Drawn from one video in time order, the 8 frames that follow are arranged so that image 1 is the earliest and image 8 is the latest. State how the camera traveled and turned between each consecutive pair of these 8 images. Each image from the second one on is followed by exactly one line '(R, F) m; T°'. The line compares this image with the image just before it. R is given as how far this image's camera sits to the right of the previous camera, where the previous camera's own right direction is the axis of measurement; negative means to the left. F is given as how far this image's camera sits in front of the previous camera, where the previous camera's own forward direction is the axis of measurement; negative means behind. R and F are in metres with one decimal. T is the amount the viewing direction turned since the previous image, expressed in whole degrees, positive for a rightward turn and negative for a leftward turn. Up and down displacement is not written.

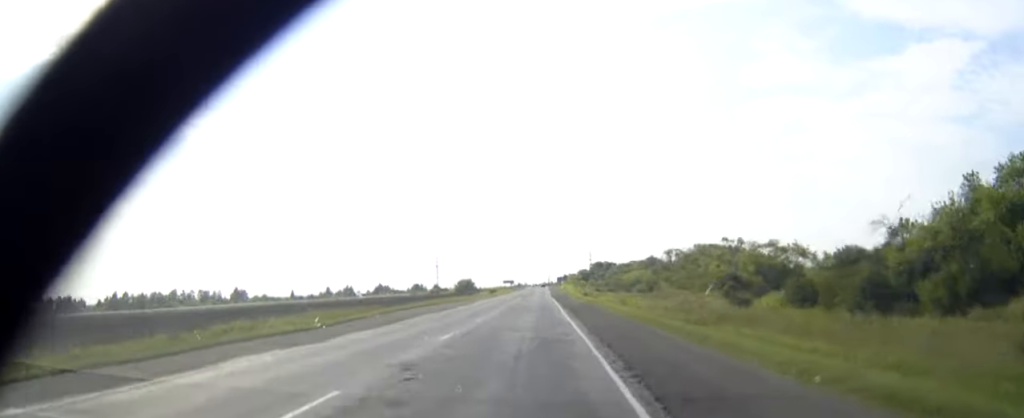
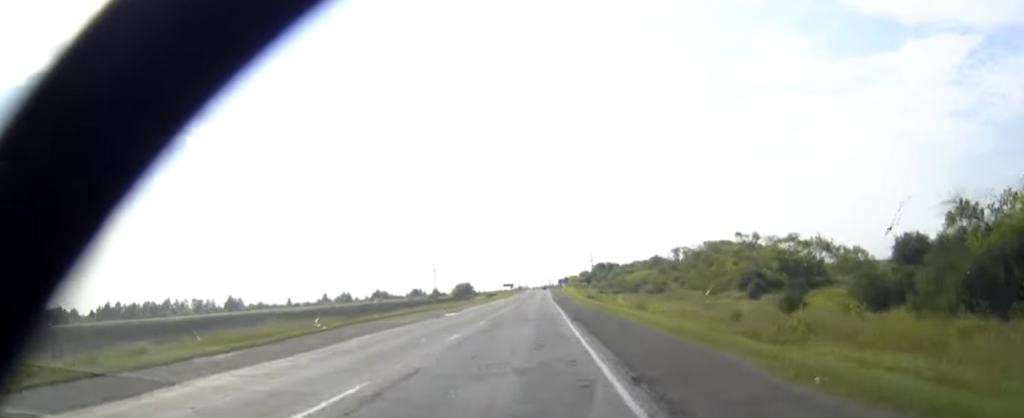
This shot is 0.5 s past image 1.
(0.0, +10.7) m; 0°
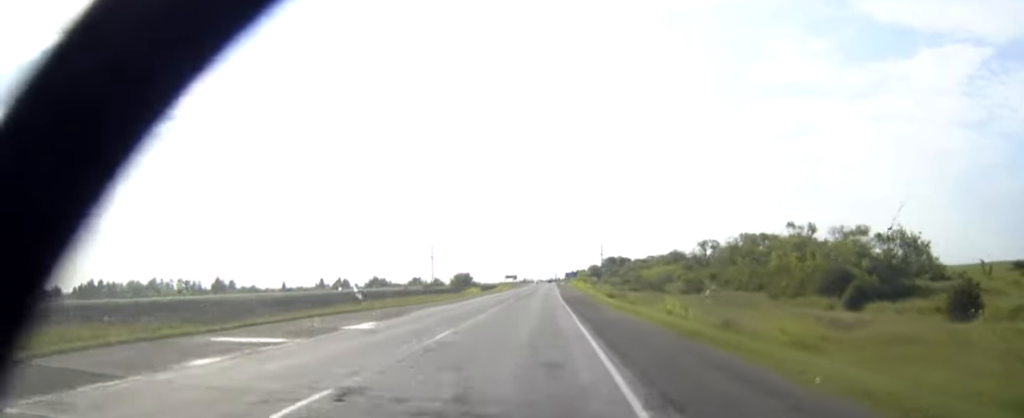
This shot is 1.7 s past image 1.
(0.0, +25.2) m; 0°
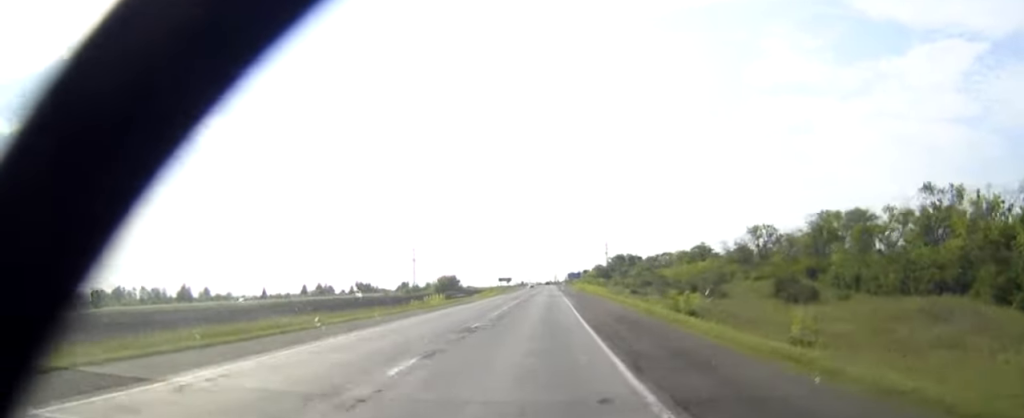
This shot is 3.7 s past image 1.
(-0.2, +42.0) m; 0°
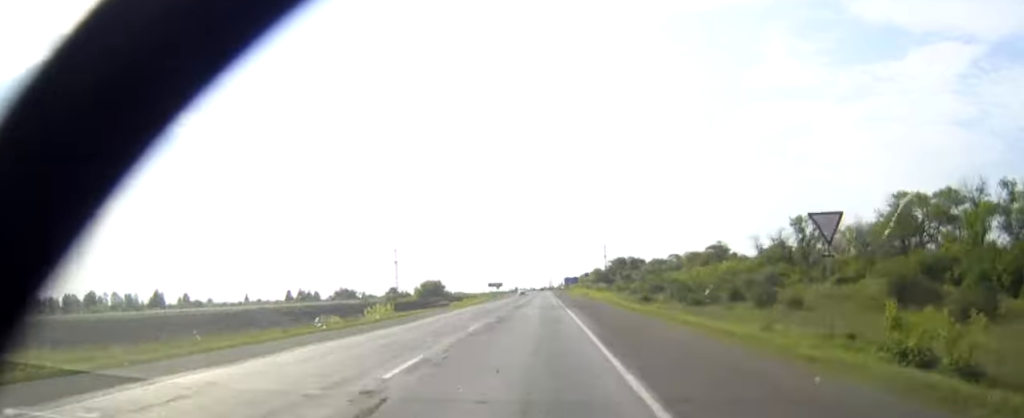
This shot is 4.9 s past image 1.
(+0.1, +24.3) m; 0°
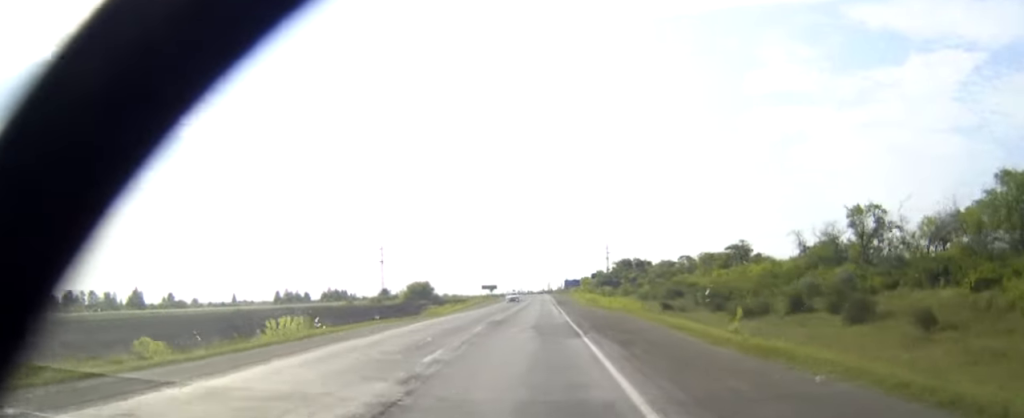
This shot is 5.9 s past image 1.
(0.0, +20.0) m; 0°
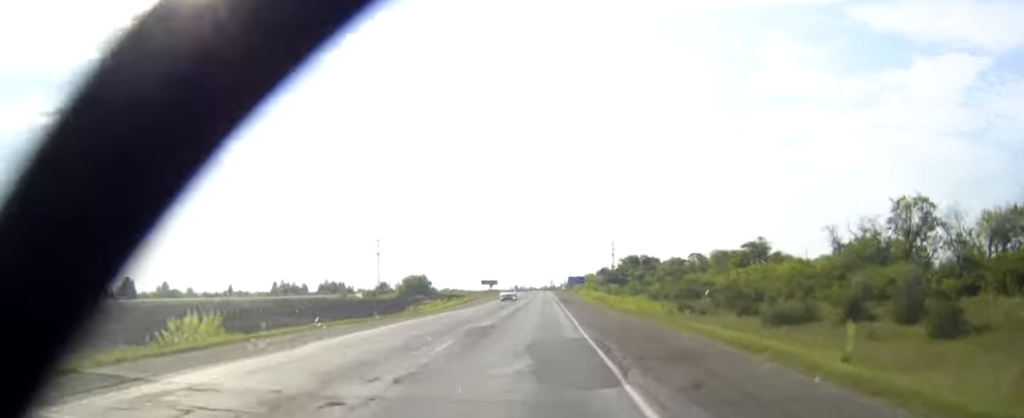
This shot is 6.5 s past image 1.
(0.0, +10.6) m; 0°
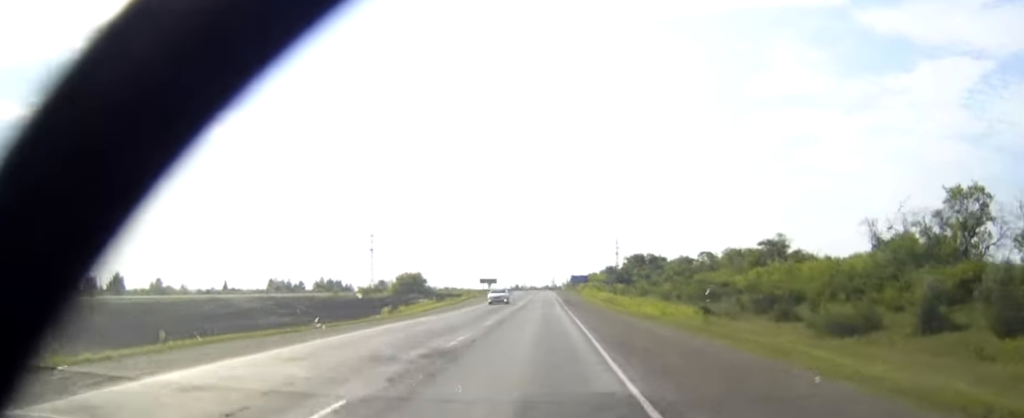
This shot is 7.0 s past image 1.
(0.0, +10.5) m; 0°
